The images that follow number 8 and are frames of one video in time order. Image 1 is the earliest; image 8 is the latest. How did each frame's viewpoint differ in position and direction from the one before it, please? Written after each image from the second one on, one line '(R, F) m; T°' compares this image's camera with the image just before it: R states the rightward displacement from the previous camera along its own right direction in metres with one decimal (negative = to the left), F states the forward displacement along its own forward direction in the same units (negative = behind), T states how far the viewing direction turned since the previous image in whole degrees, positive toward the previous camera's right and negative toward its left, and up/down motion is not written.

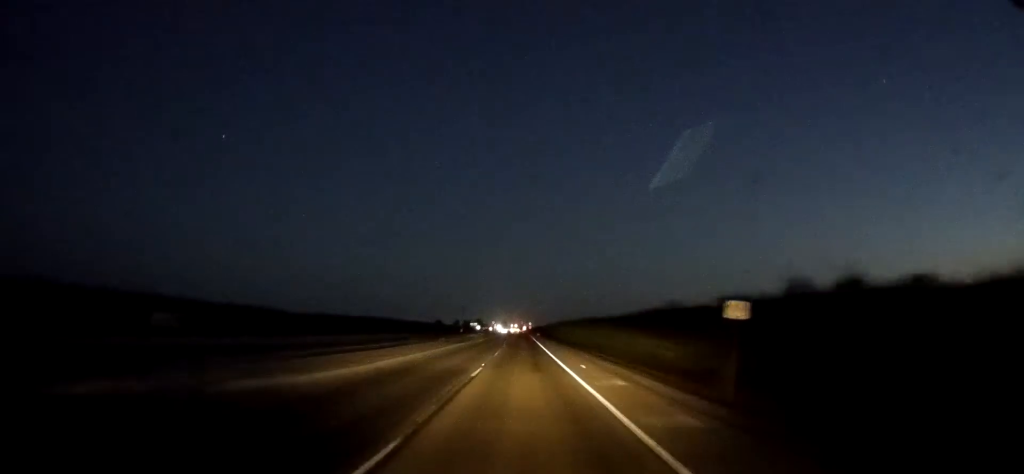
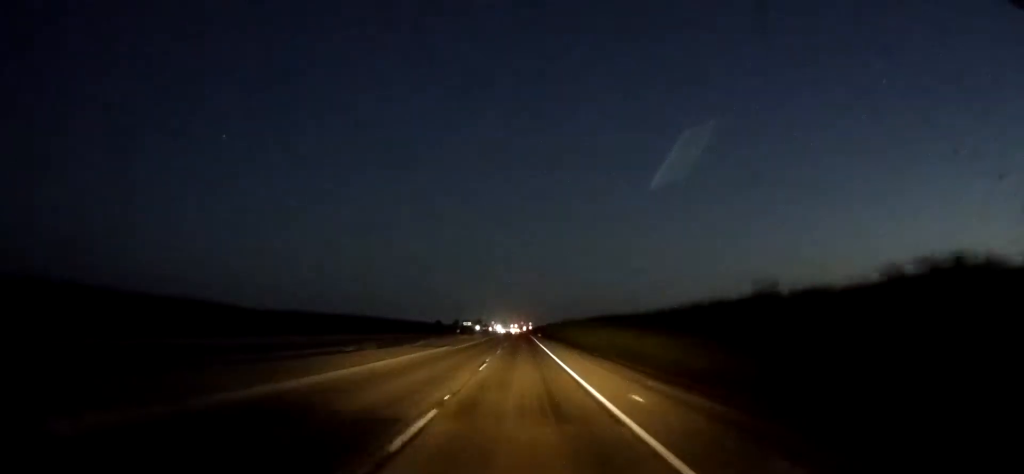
(+0.2, +11.8) m; 0°
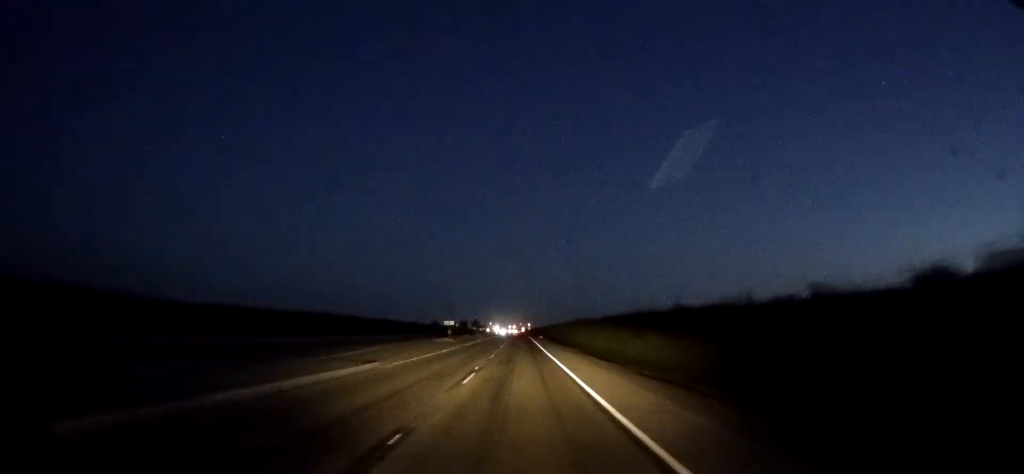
(+0.3, +20.2) m; 0°
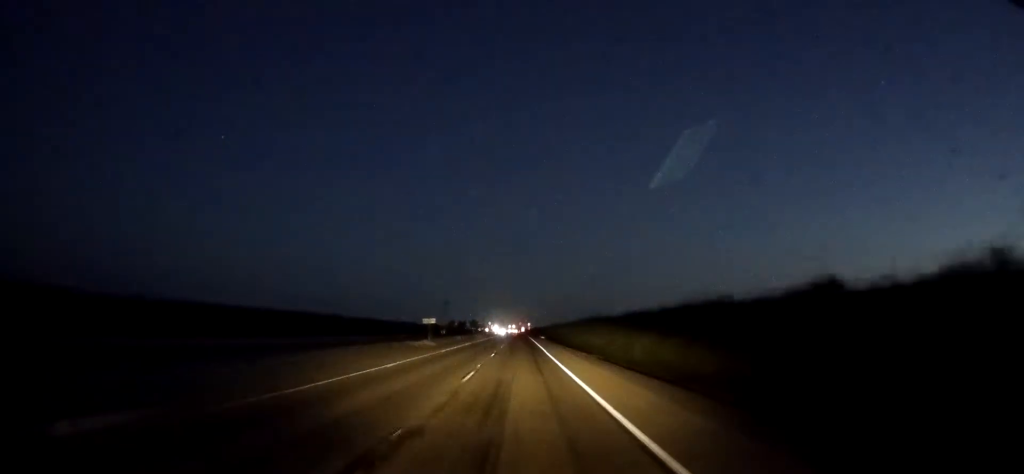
(-0.3, +14.3) m; -1°
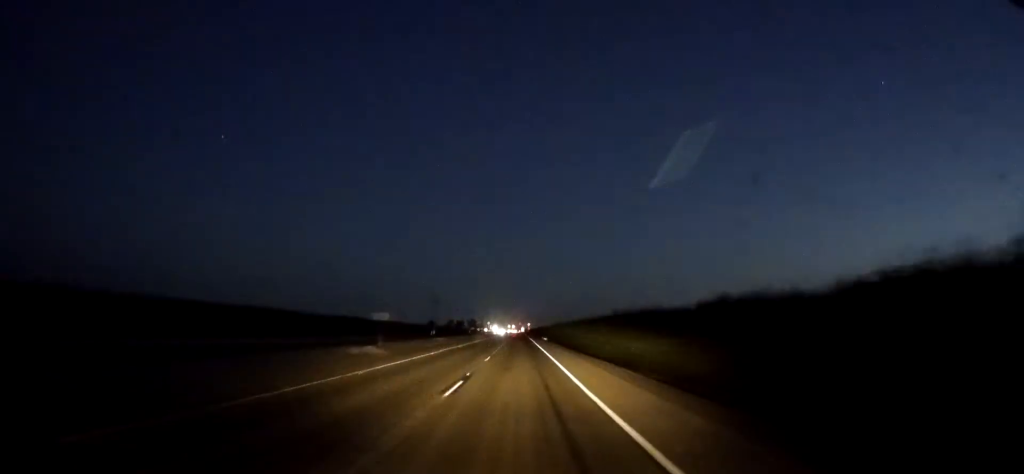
(-0.1, +18.5) m; 0°
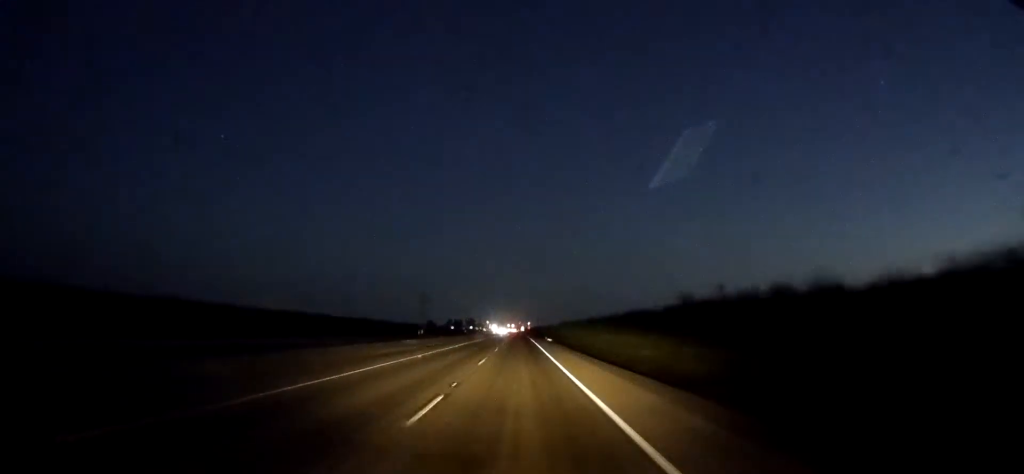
(0.0, +18.3) m; +1°
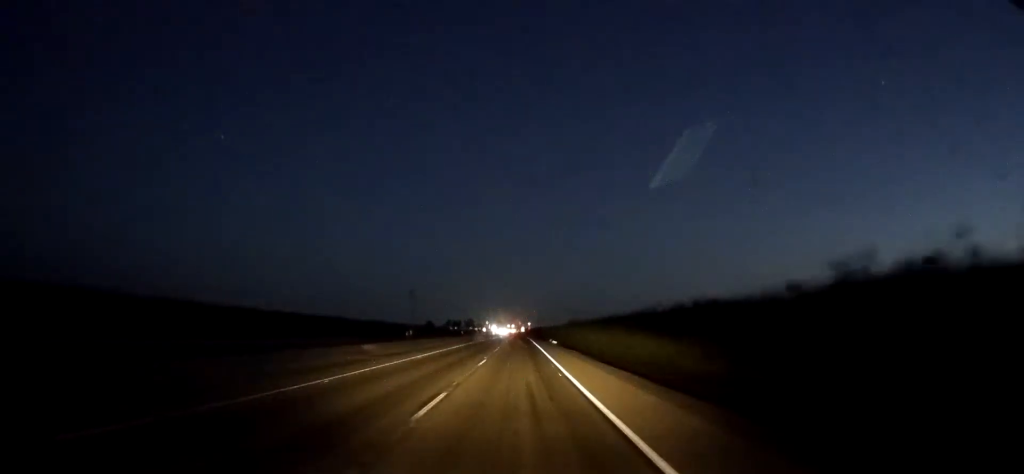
(+0.4, +14.1) m; 0°
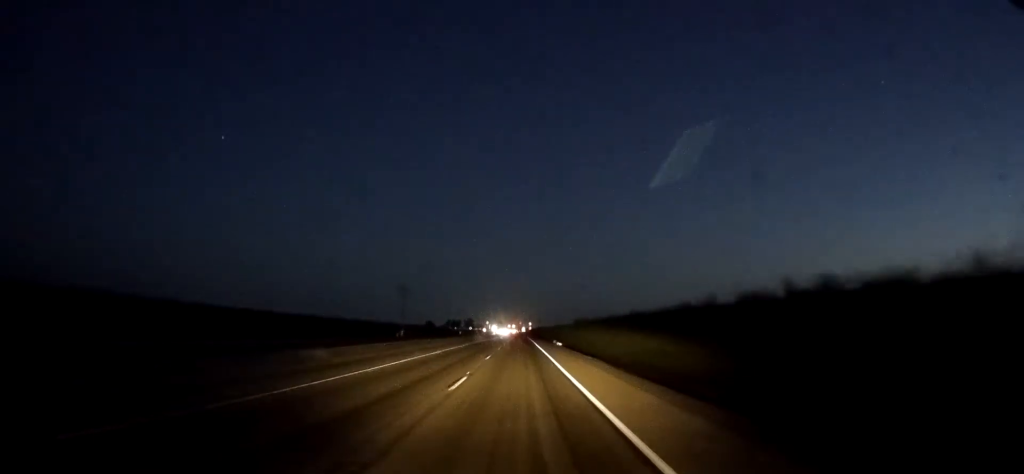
(+0.1, +9.9) m; 0°
